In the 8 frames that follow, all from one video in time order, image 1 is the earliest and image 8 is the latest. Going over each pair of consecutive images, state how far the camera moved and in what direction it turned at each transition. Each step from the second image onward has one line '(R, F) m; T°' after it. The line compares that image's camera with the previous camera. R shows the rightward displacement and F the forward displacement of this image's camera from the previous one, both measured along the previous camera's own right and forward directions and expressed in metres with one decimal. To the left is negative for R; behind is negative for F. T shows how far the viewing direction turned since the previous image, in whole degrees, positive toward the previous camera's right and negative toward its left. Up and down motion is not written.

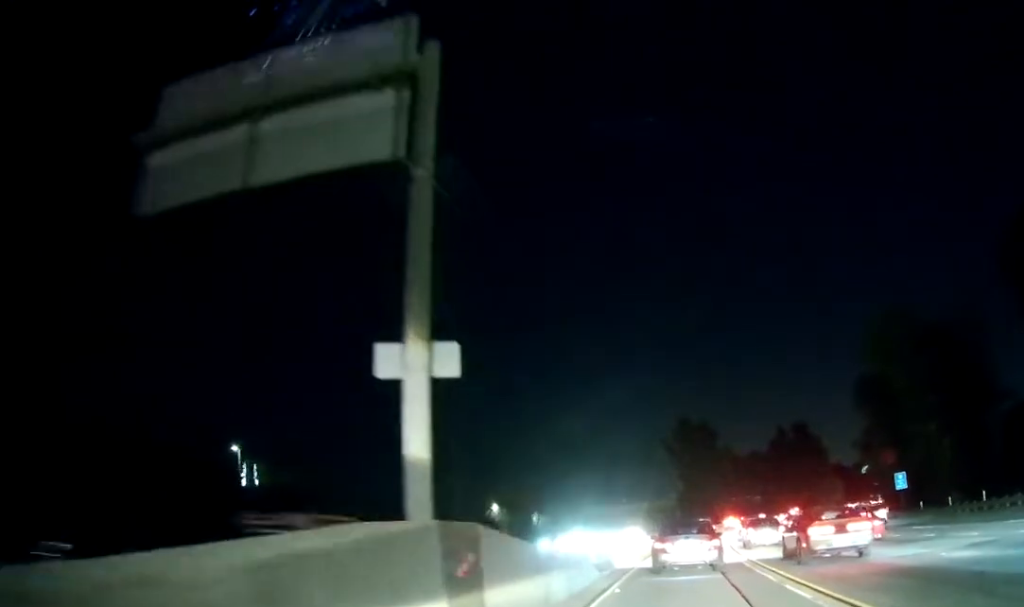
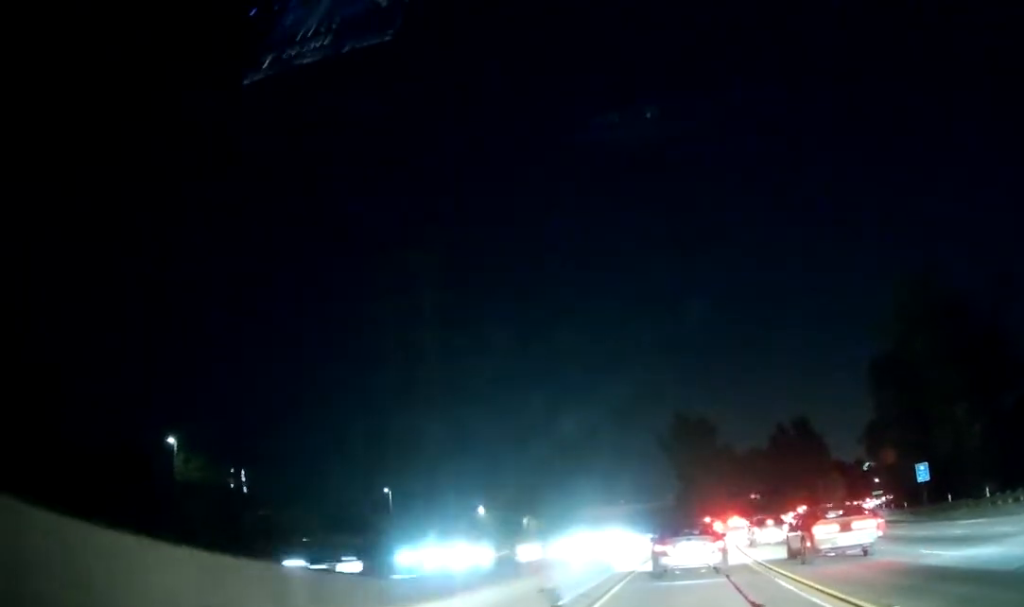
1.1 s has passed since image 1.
(-0.3, +8.1) m; -2°
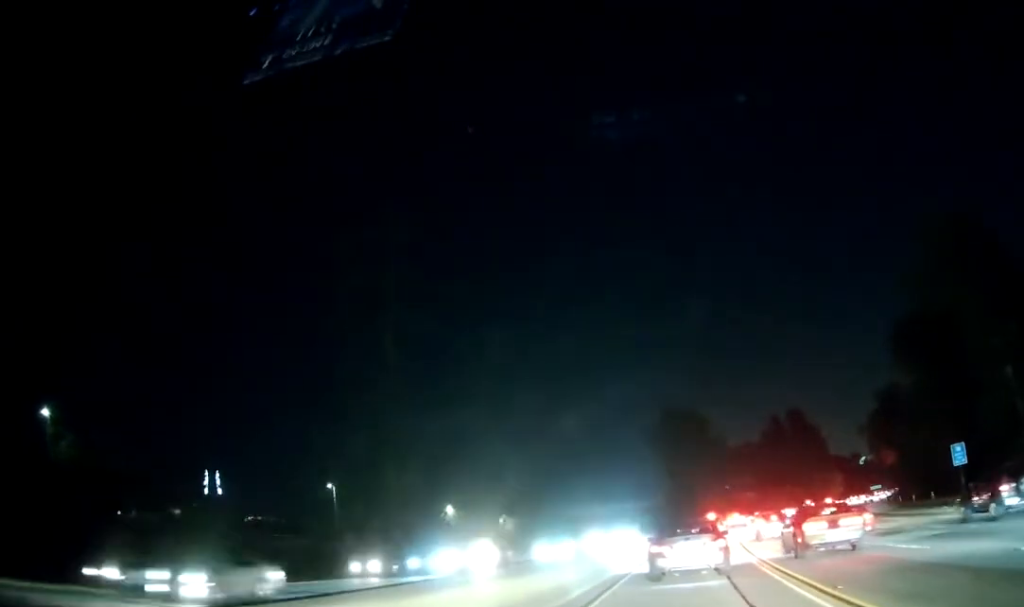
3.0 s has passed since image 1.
(0.0, +13.4) m; 0°
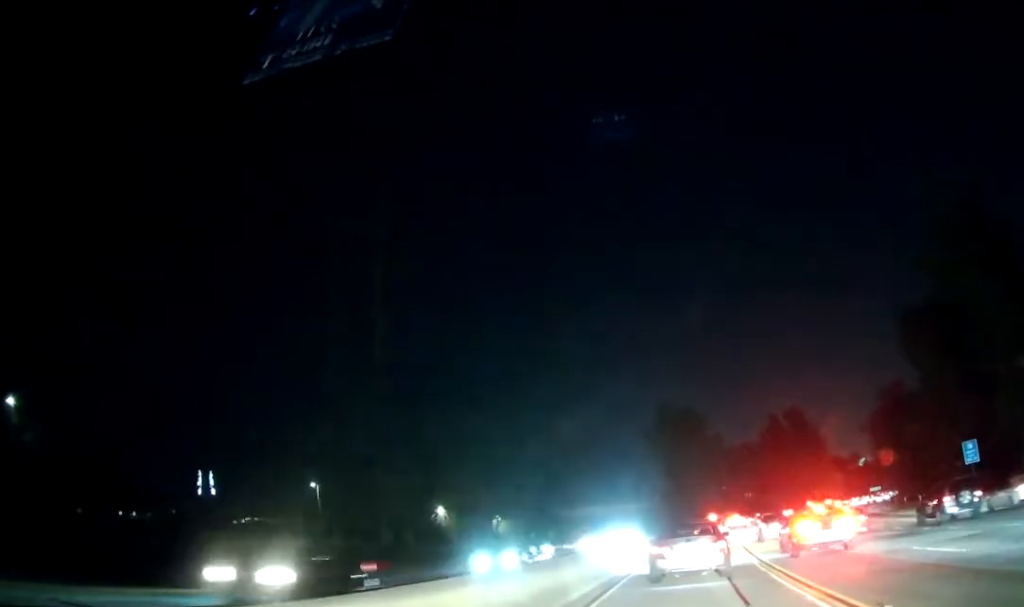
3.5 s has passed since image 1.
(0.0, +2.2) m; 0°
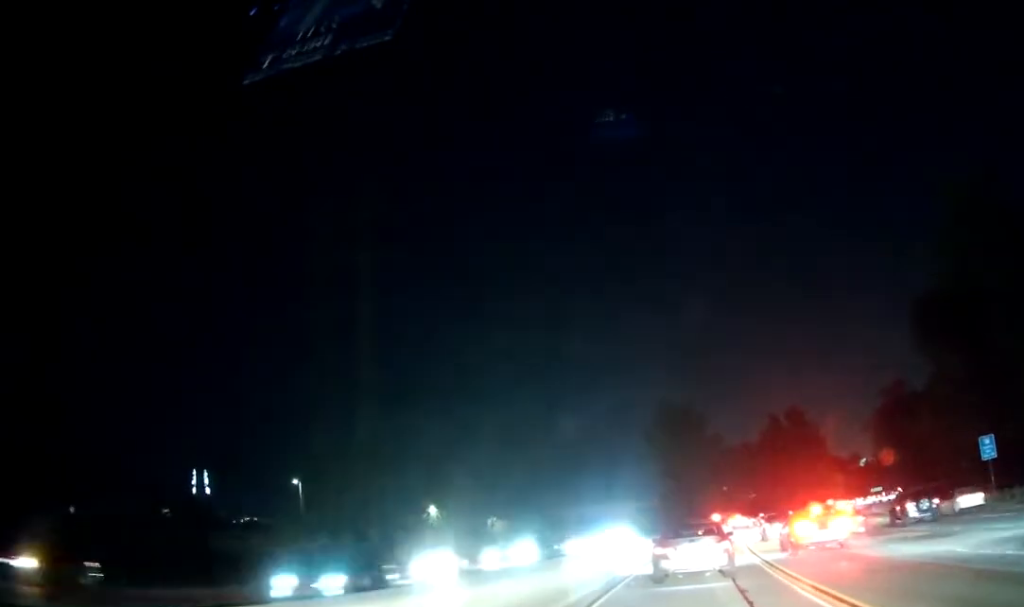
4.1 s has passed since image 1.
(0.0, +2.5) m; 0°
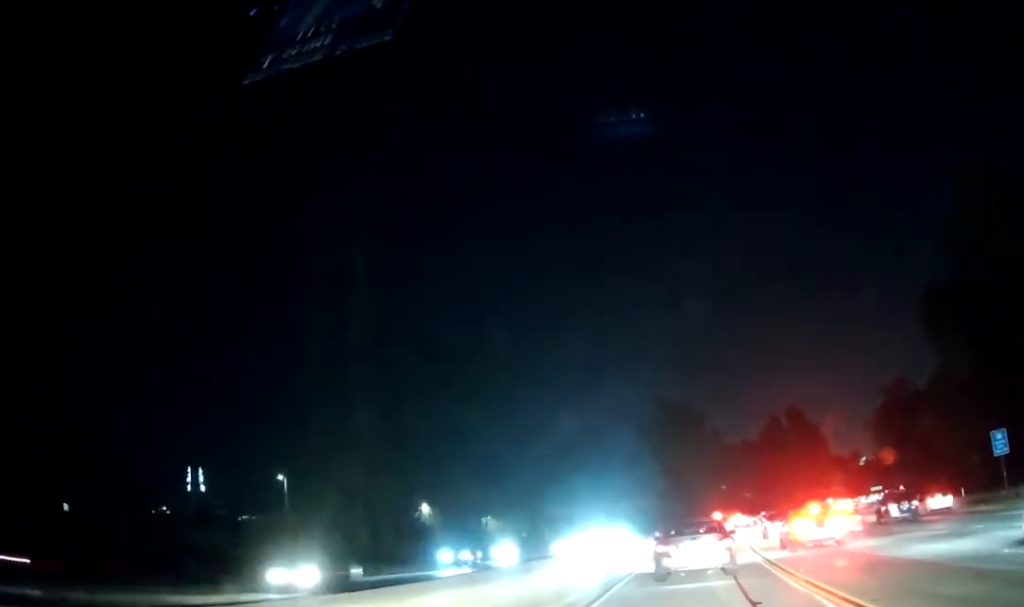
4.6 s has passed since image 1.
(0.0, +1.5) m; +1°
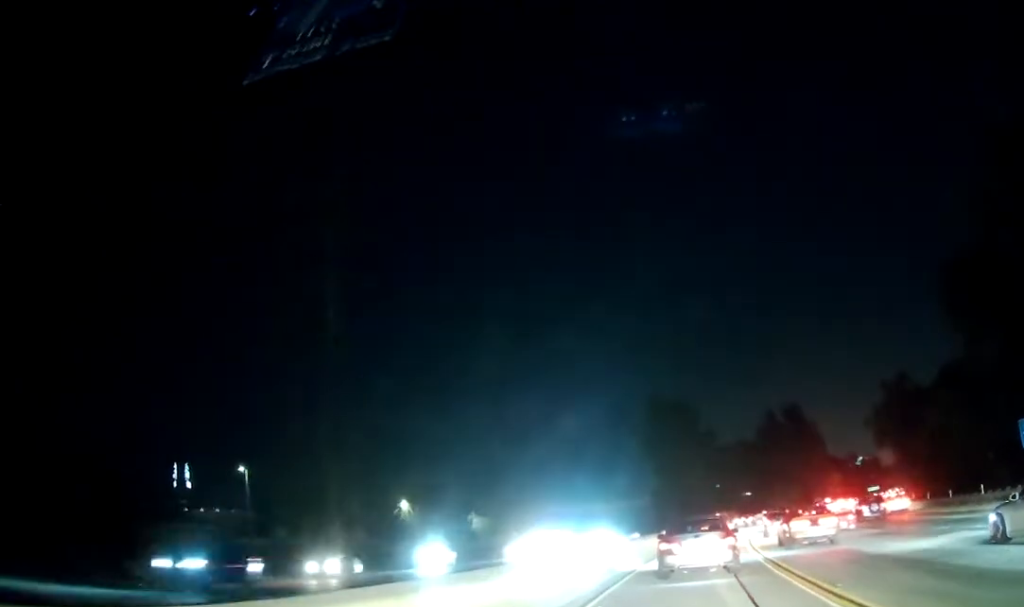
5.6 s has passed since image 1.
(+0.1, +4.9) m; +2°
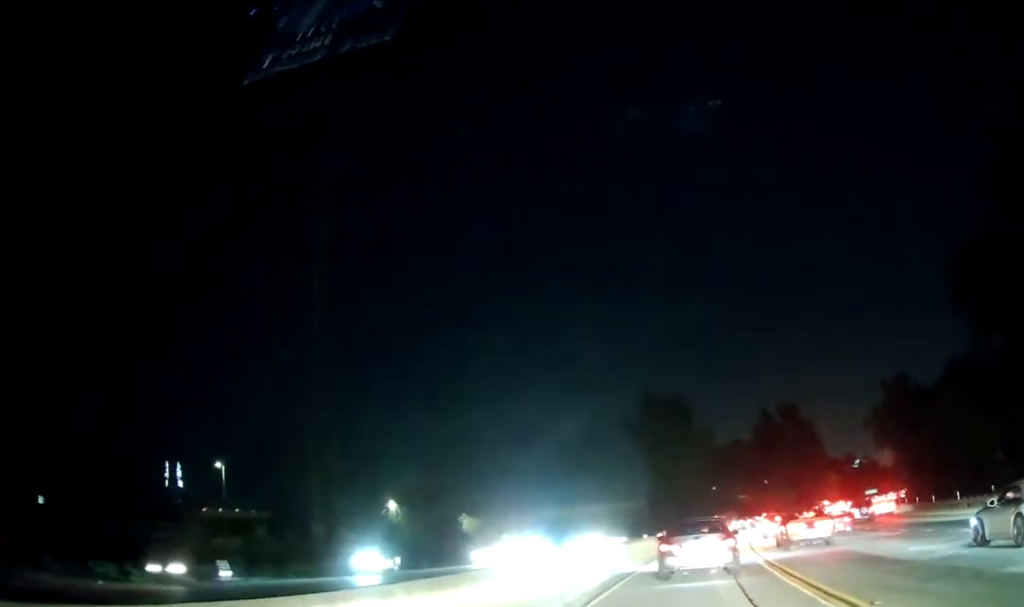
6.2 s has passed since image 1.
(0.0, +3.0) m; +1°
